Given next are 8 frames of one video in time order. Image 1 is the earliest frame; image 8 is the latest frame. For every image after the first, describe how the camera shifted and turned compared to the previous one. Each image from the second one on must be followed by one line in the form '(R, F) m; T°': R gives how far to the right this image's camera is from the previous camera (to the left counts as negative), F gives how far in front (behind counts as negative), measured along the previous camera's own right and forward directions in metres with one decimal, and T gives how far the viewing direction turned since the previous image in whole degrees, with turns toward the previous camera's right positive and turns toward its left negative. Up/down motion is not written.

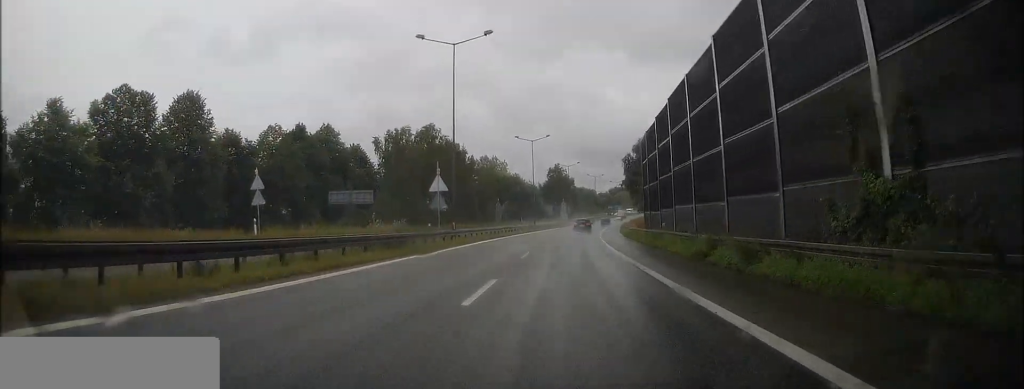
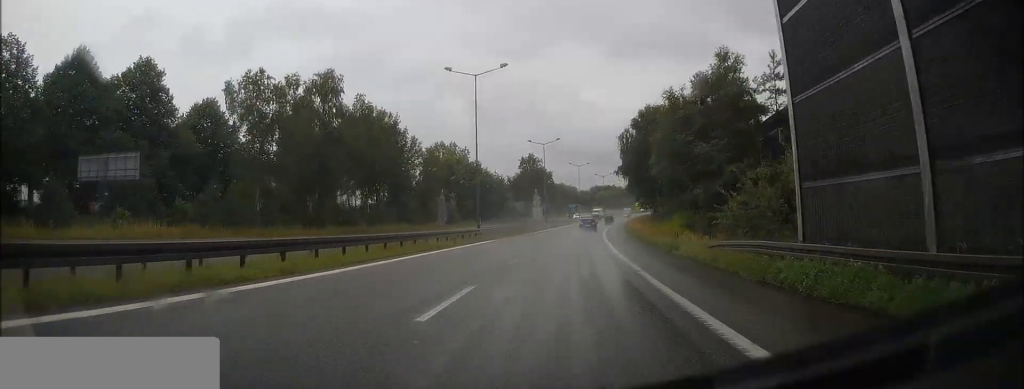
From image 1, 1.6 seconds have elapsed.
(+0.7, +37.5) m; +2°
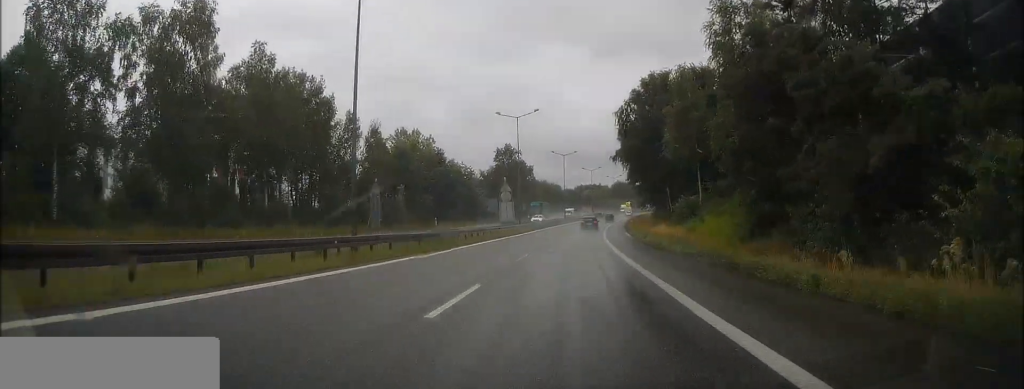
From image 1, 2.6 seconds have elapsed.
(+0.3, +23.8) m; +2°
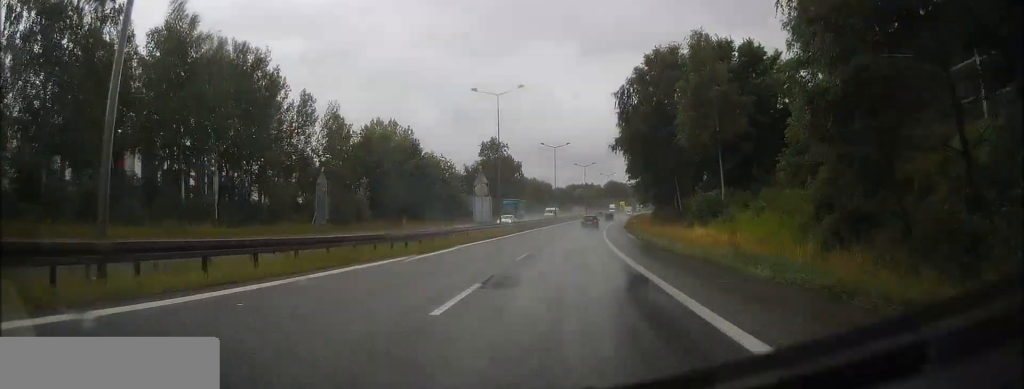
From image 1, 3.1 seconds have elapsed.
(+0.1, +11.8) m; +1°
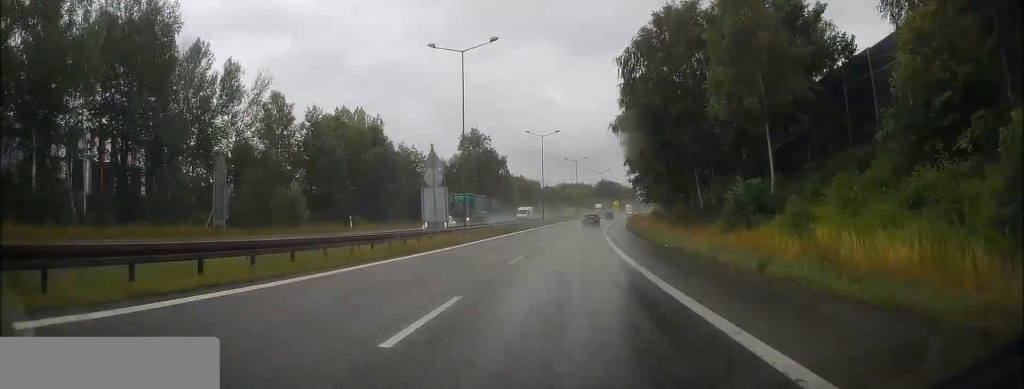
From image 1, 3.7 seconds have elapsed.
(+0.1, +14.1) m; +1°
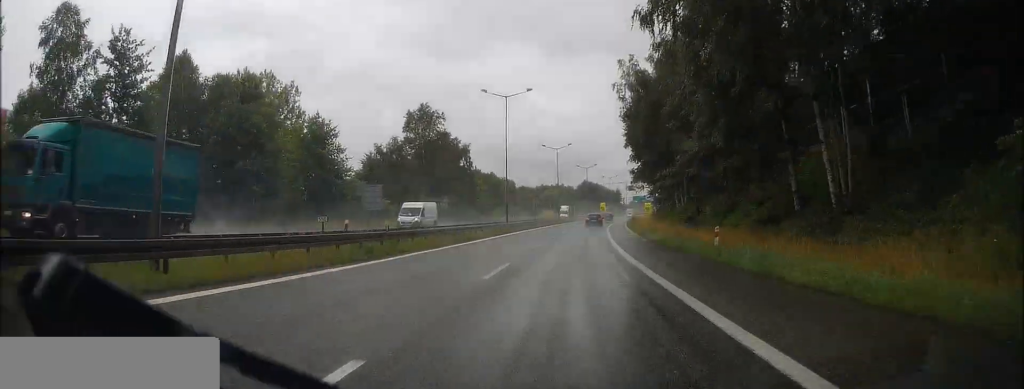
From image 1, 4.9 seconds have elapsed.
(+0.4, +28.8) m; +2°
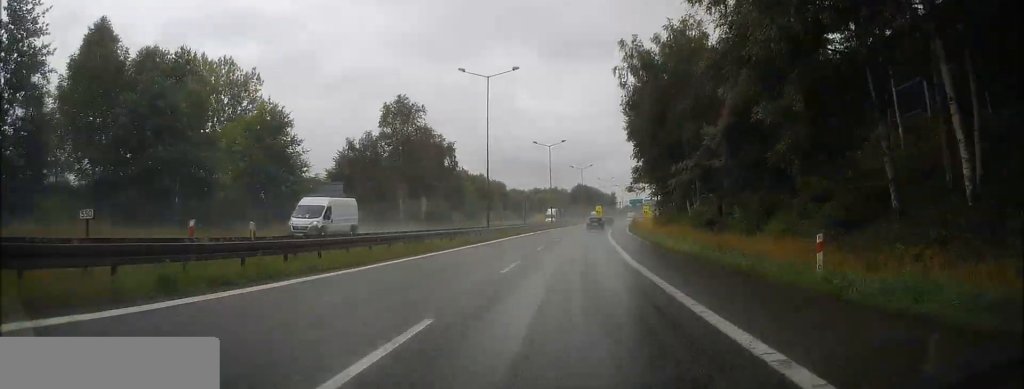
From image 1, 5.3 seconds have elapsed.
(+0.1, +9.3) m; +1°
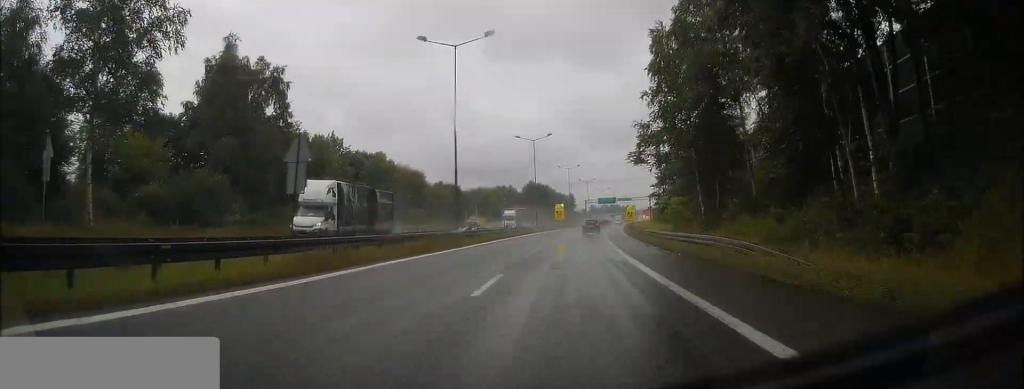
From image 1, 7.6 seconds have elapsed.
(+2.2, +52.3) m; +5°
